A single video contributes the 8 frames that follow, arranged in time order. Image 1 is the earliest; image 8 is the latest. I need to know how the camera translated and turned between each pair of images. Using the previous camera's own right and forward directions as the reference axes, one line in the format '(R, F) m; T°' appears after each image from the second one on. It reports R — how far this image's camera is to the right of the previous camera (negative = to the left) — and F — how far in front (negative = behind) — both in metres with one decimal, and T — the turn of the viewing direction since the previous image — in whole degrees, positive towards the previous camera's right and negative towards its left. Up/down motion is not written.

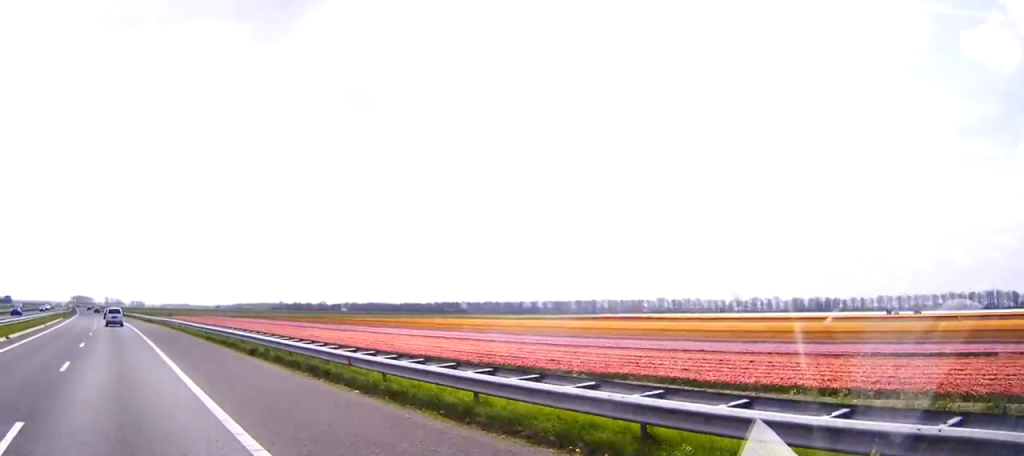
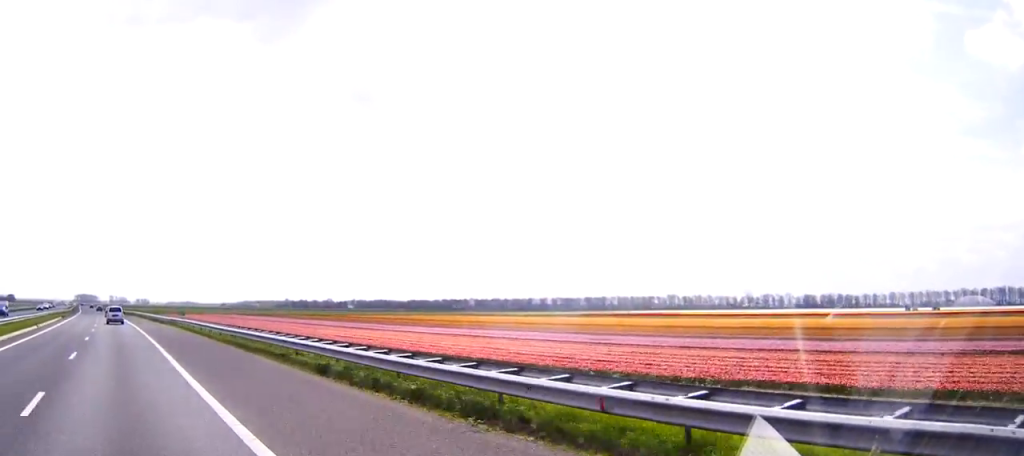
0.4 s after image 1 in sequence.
(0.0, +8.7) m; -1°
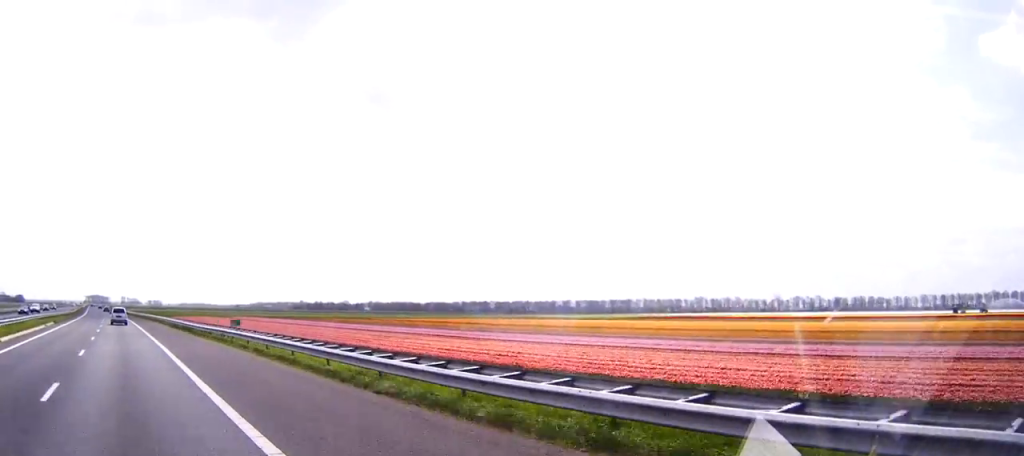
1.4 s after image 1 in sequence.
(-0.3, +22.4) m; -1°
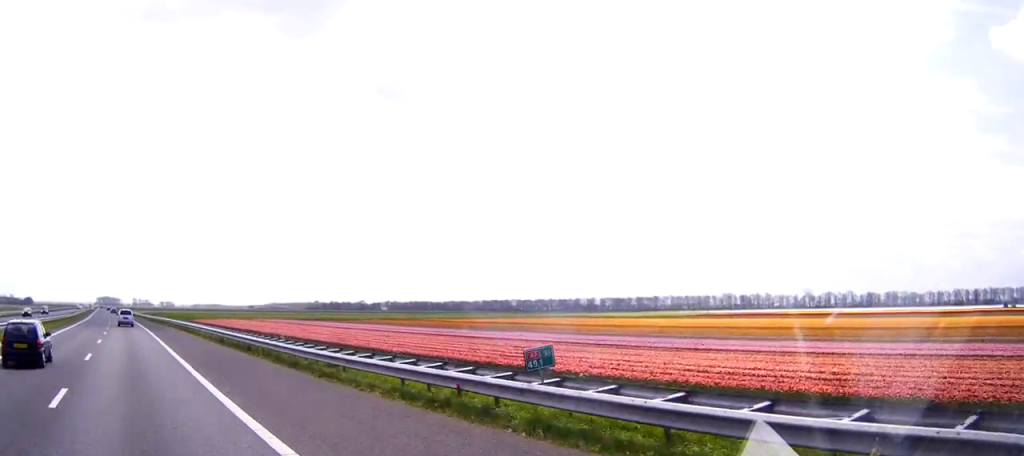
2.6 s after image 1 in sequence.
(-0.3, +24.6) m; -1°
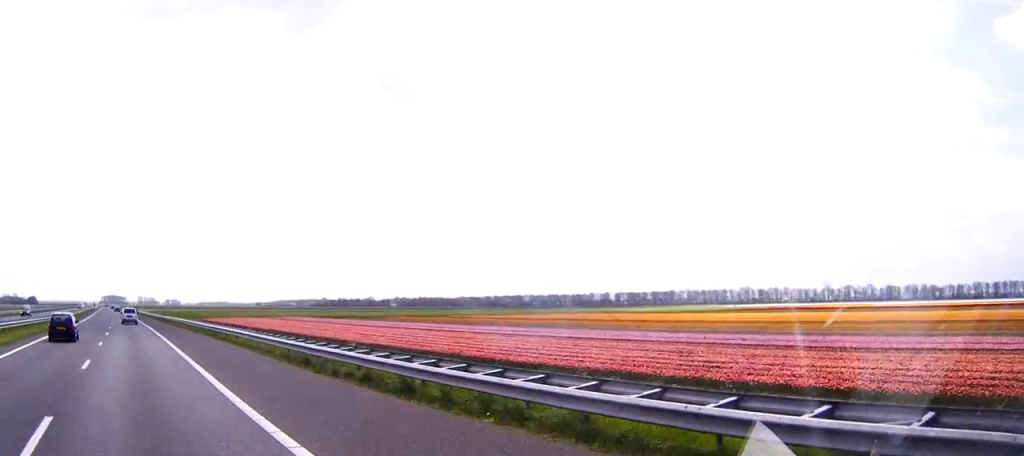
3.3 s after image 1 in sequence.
(-0.1, +16.7) m; -1°
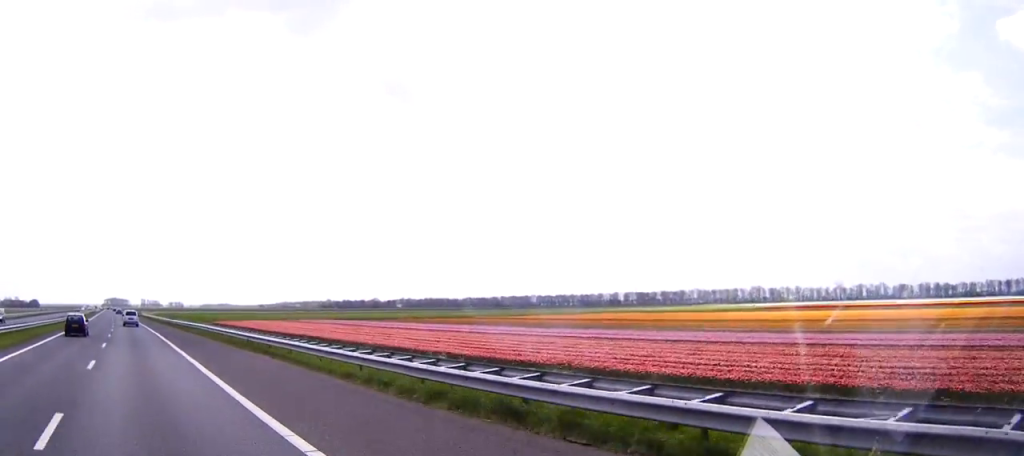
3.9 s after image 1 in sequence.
(-0.1, +11.6) m; 0°
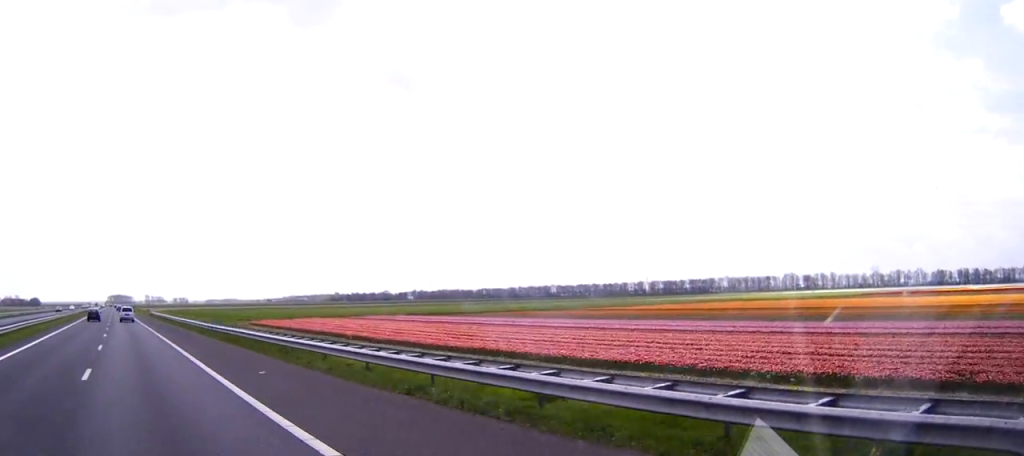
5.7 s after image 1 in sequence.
(-0.1, +39.9) m; 0°
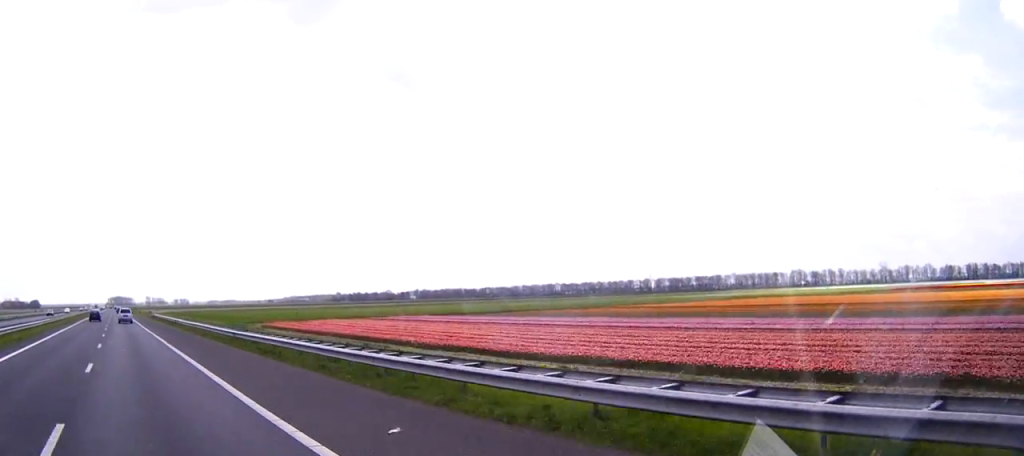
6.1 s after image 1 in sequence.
(-0.1, +9.5) m; 0°
